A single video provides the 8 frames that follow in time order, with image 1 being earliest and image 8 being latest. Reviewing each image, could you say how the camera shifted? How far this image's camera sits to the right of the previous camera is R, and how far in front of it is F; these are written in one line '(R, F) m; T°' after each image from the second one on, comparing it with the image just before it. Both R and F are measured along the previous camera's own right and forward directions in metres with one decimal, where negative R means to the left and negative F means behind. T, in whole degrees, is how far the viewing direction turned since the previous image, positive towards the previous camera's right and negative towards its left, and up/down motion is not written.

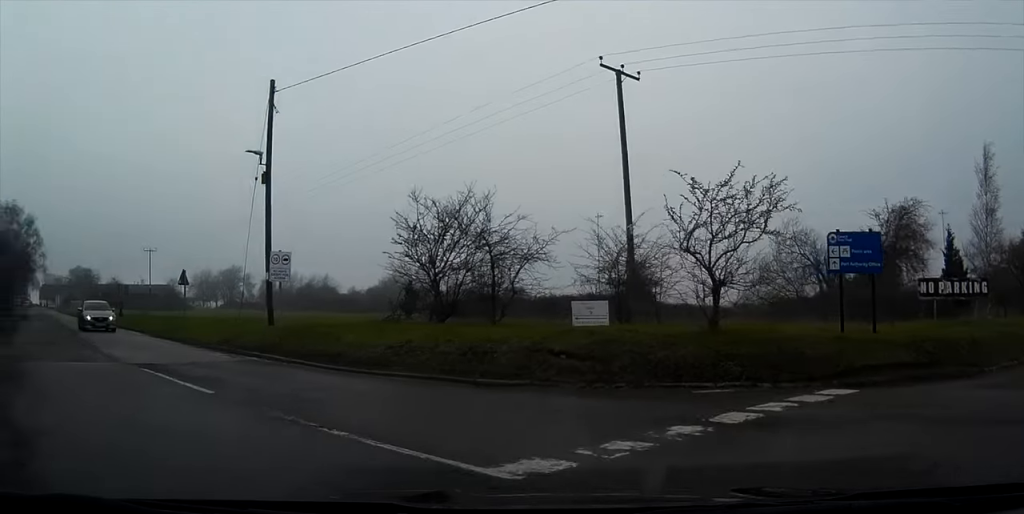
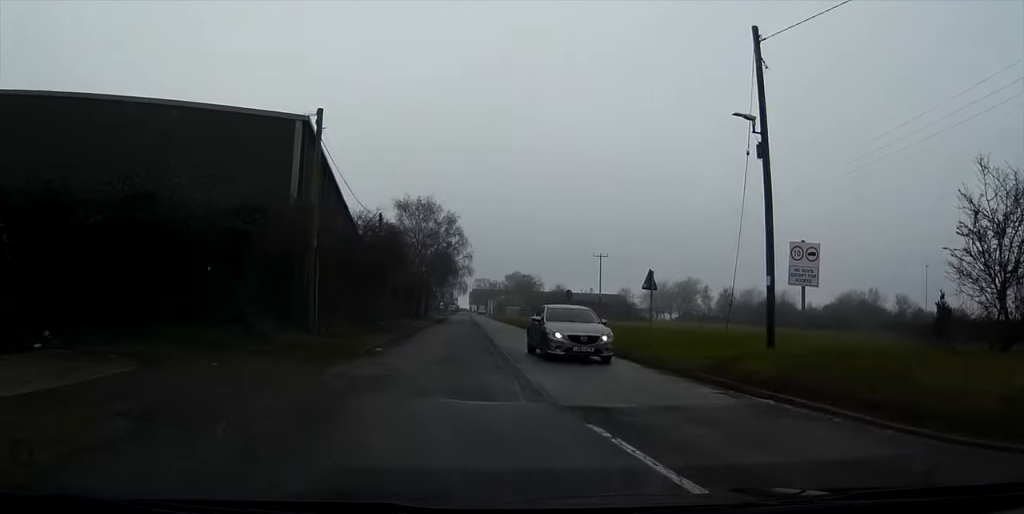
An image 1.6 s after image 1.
(-1.8, +6.3) m; -19°
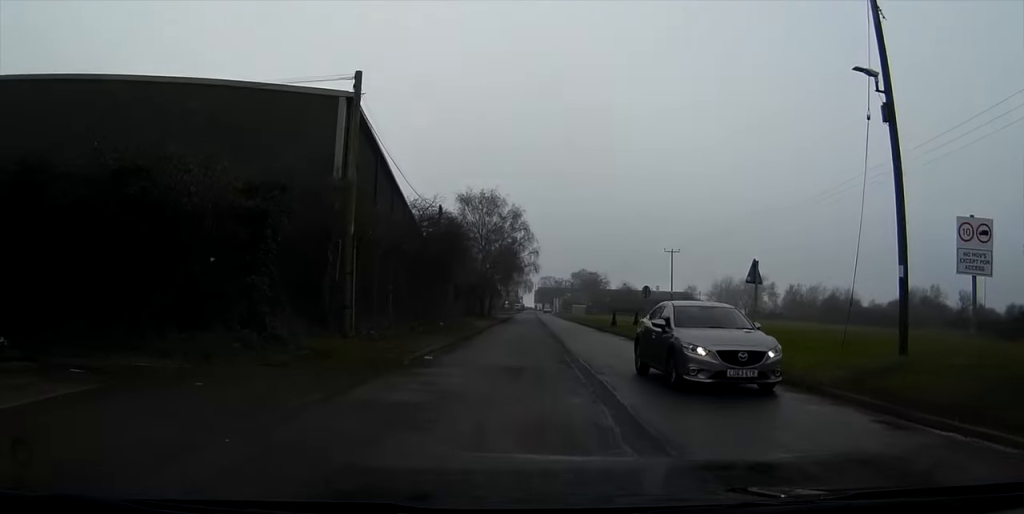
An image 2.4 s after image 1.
(-0.1, +3.6) m; -2°
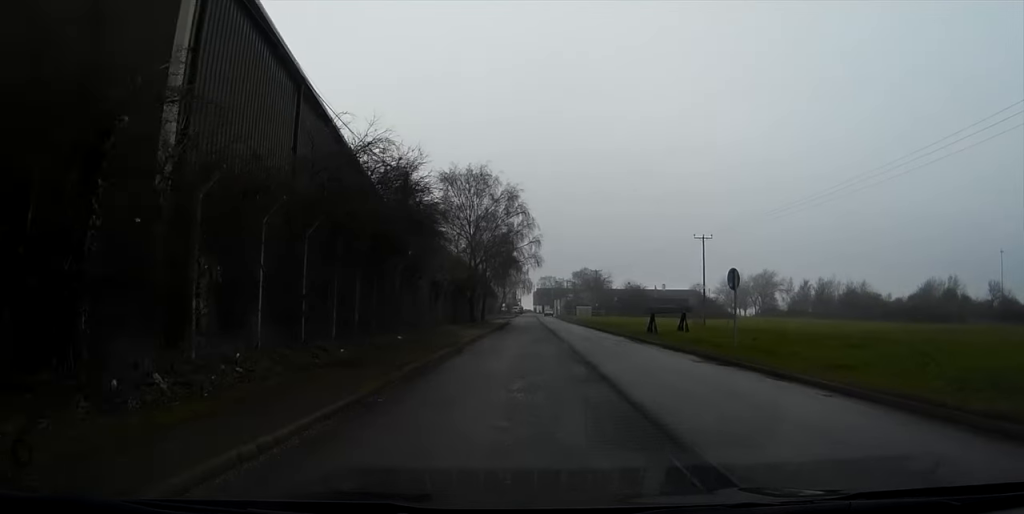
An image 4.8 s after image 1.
(-0.1, +13.2) m; 0°
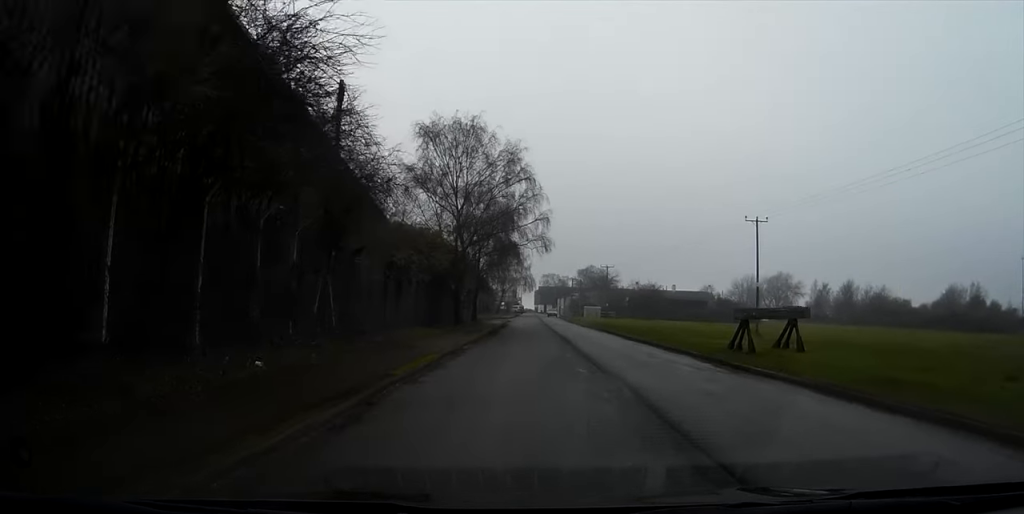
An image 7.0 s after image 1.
(0.0, +14.5) m; +1°
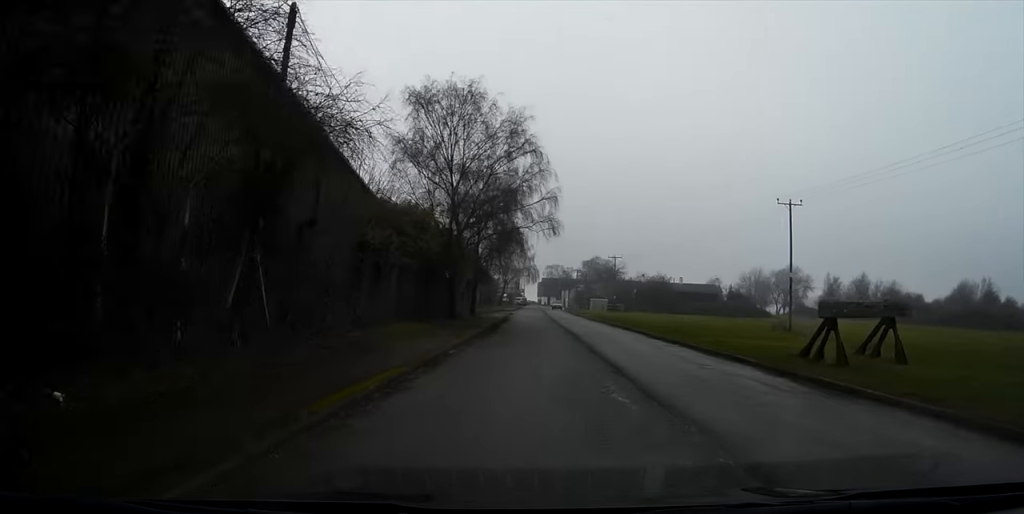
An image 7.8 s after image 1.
(0.0, +4.7) m; 0°
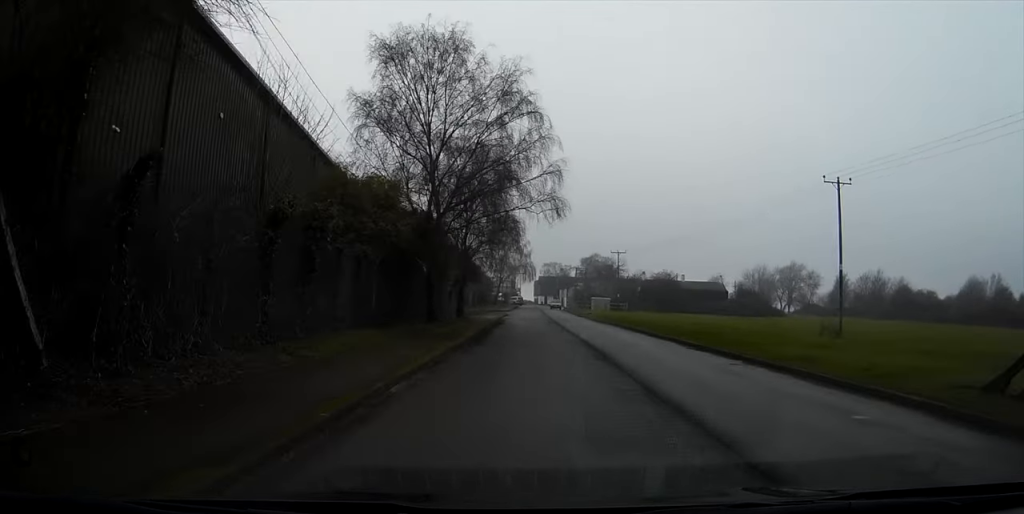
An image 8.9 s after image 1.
(0.0, +7.6) m; 0°
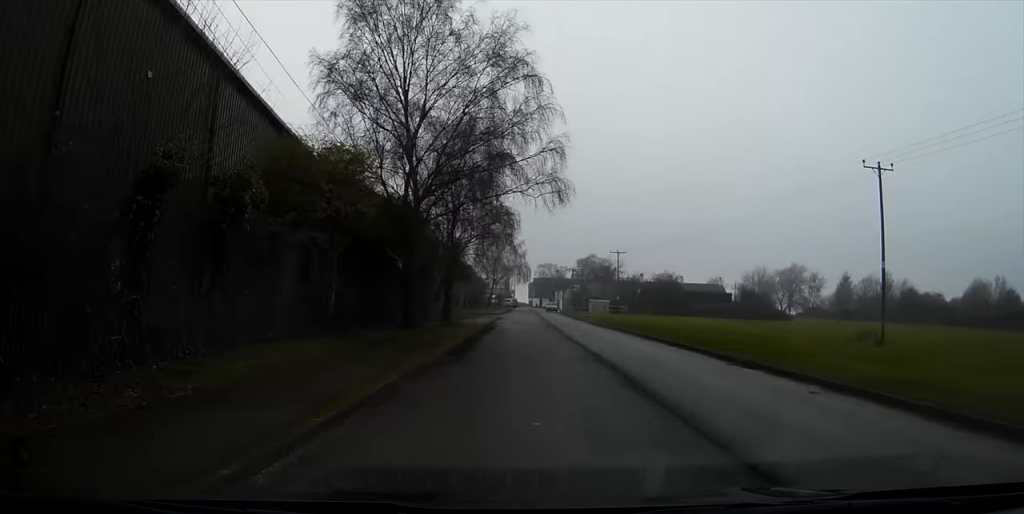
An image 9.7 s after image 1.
(0.0, +5.8) m; 0°
